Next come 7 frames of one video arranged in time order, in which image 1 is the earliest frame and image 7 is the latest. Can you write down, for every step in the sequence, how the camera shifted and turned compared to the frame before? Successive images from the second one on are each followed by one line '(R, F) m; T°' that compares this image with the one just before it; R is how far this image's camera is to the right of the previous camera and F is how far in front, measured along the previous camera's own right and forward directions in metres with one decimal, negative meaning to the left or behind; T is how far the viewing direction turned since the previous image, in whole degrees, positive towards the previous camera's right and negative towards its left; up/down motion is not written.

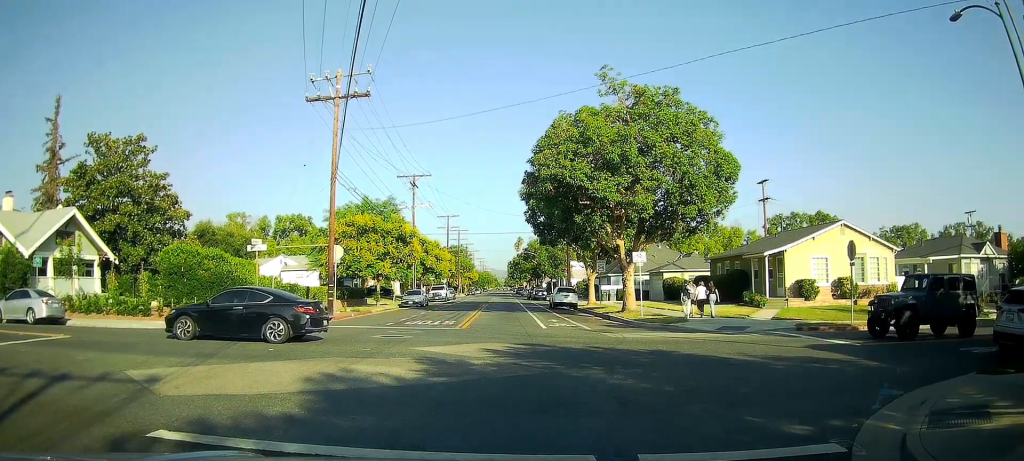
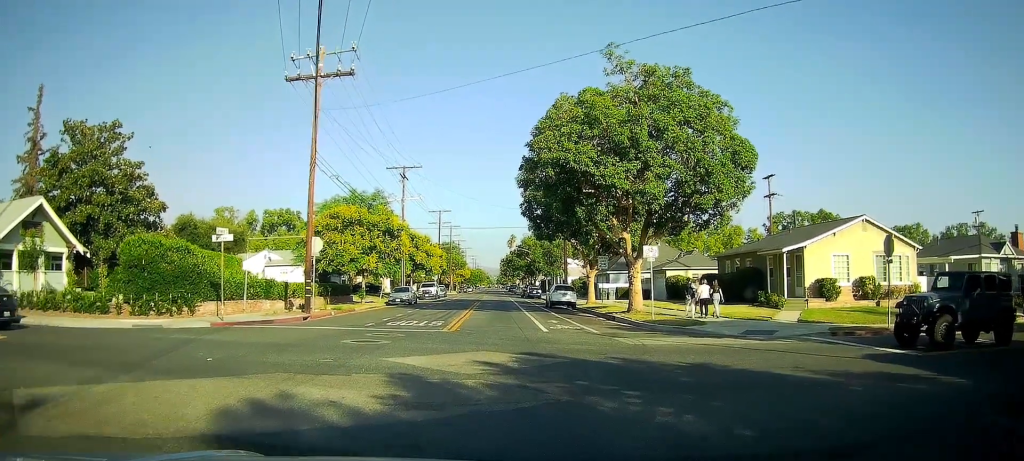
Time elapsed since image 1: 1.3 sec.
(-0.1, +1.7) m; -3°
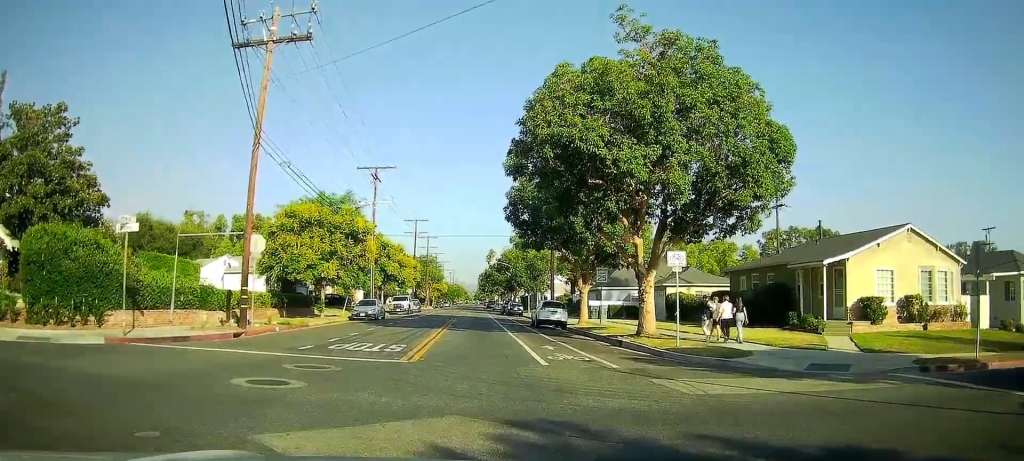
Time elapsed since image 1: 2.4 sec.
(+0.1, +5.8) m; +3°
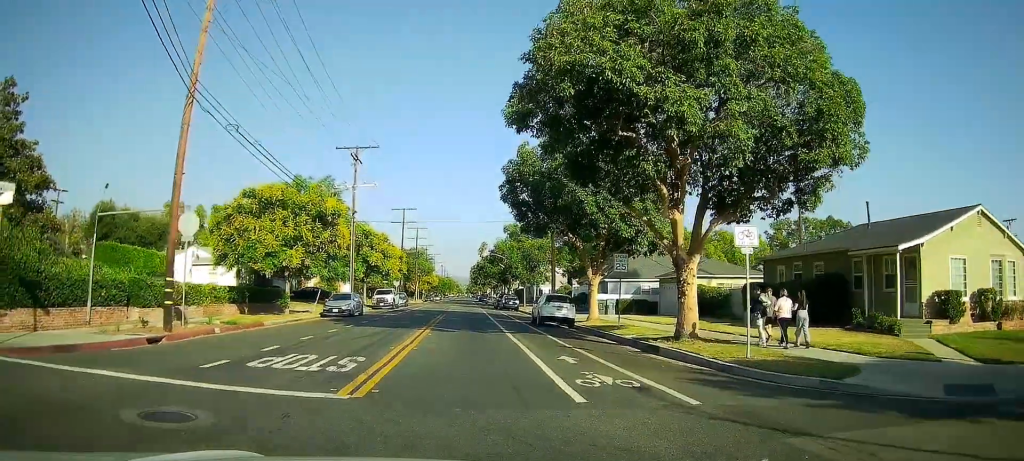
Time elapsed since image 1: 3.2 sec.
(+0.2, +6.8) m; +2°
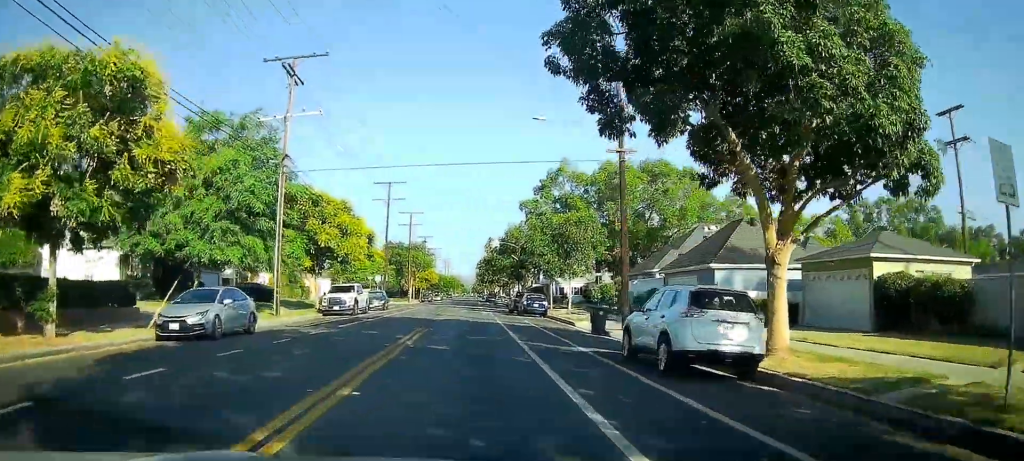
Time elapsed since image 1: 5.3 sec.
(+0.6, +23.5) m; +1°
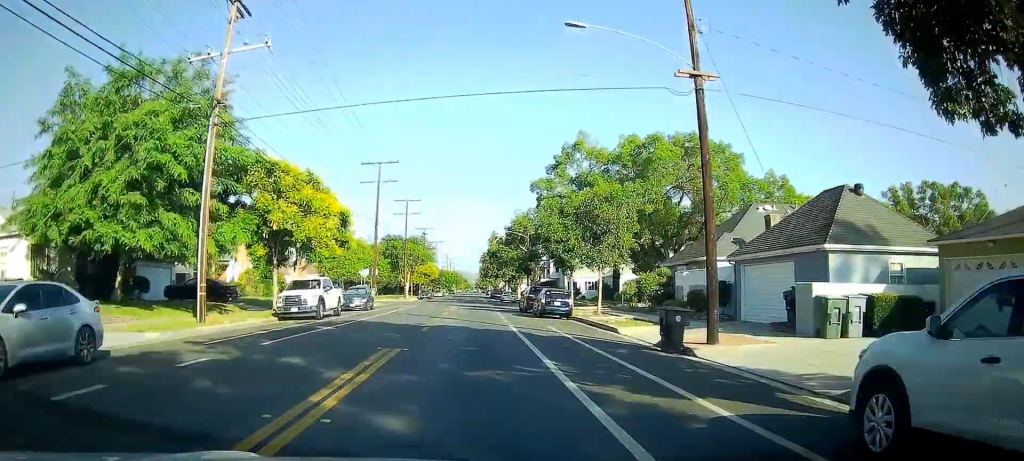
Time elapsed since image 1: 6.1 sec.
(-0.3, +9.8) m; -1°
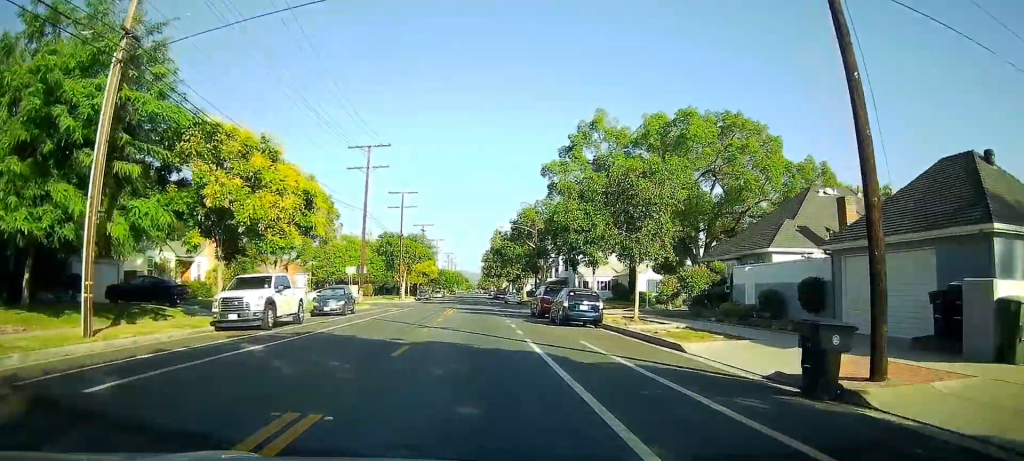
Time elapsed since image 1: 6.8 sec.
(0.0, +8.1) m; 0°
